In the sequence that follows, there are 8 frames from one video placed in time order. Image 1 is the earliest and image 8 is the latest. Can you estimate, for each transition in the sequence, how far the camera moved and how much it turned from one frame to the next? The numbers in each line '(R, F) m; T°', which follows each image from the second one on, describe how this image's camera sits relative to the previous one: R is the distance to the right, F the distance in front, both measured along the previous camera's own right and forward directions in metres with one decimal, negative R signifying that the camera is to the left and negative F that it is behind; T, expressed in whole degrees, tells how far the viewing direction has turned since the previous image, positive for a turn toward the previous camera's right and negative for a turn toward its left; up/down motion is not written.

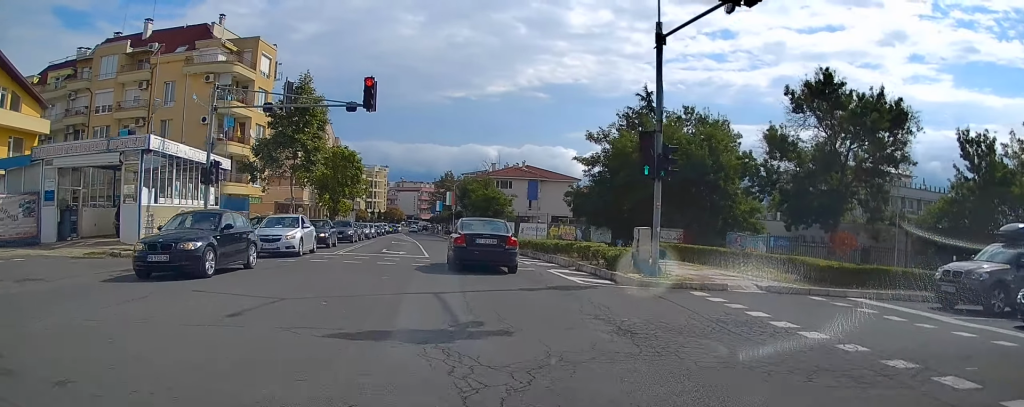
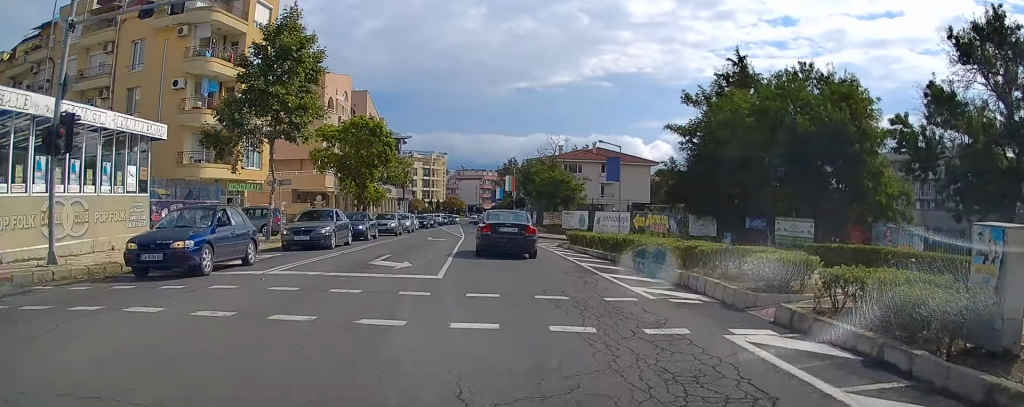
(-0.8, +12.5) m; -7°
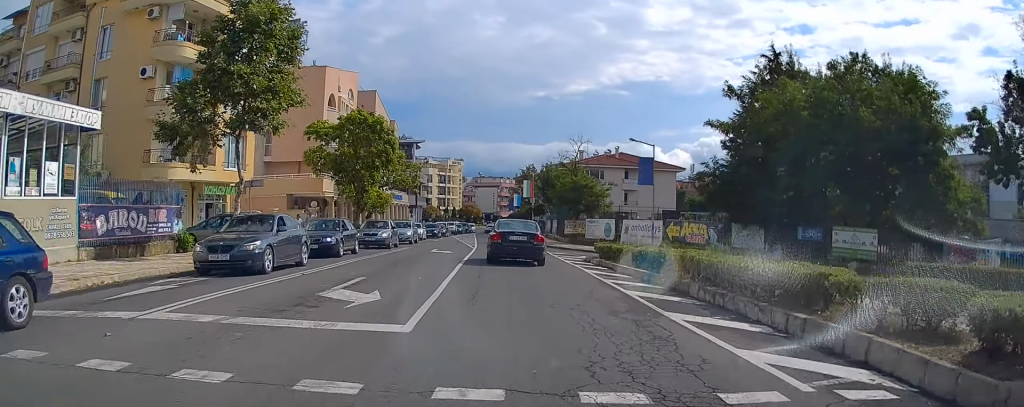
(-0.1, +5.4) m; -3°
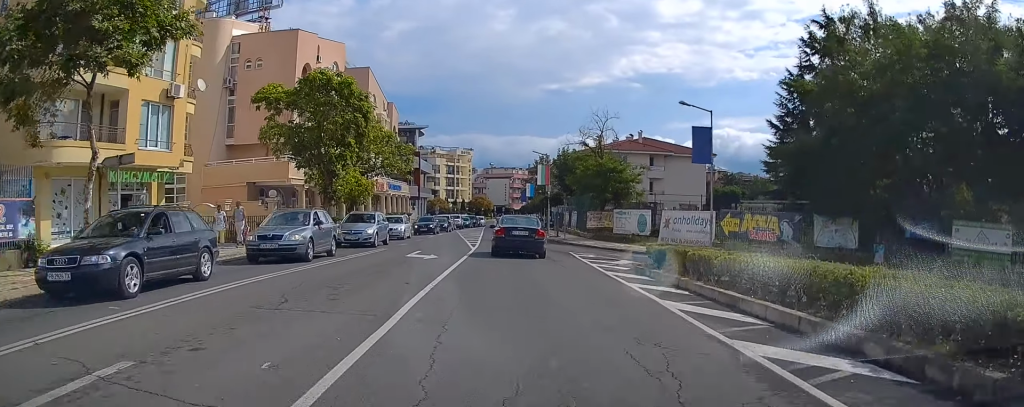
(-0.2, +9.8) m; 0°
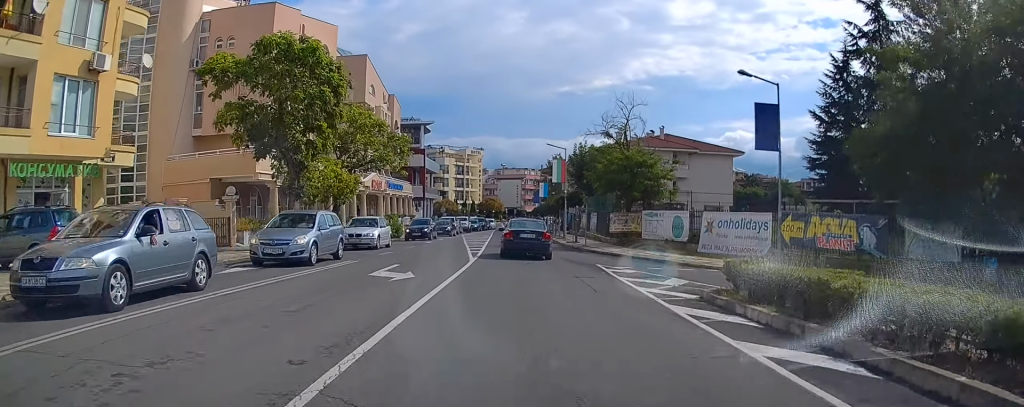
(0.0, +6.6) m; +1°
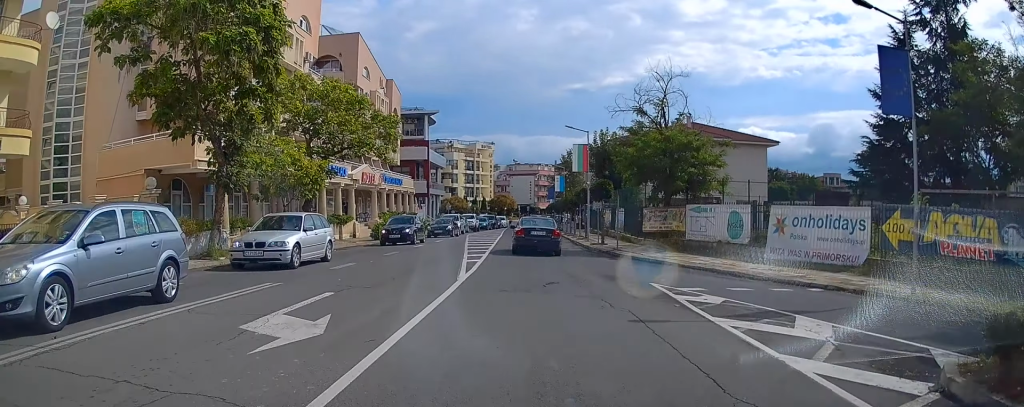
(+0.2, +7.6) m; -1°
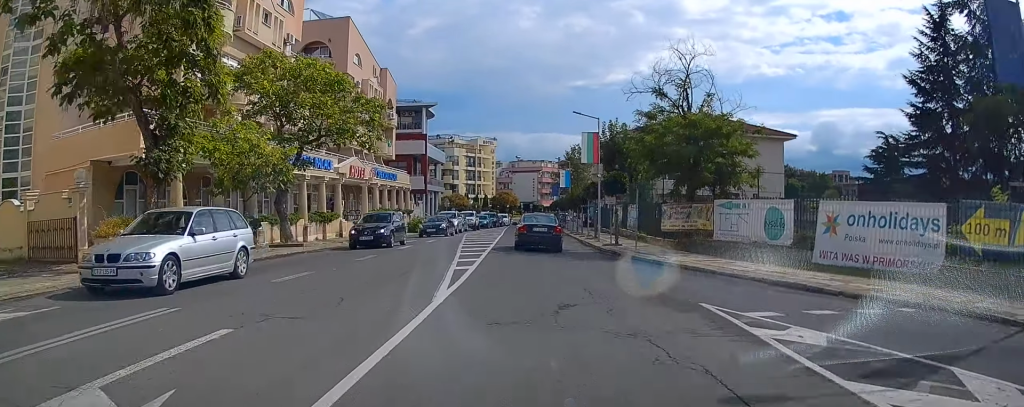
(-0.1, +4.1) m; -1°
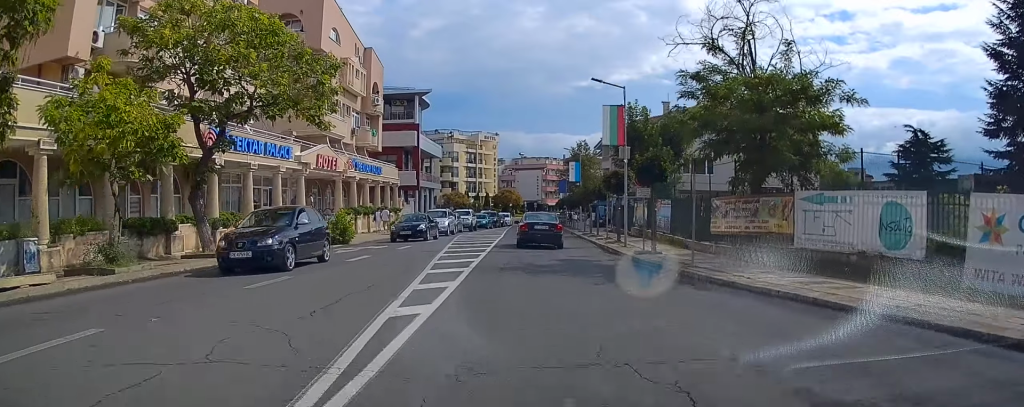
(-0.2, +7.6) m; -1°
